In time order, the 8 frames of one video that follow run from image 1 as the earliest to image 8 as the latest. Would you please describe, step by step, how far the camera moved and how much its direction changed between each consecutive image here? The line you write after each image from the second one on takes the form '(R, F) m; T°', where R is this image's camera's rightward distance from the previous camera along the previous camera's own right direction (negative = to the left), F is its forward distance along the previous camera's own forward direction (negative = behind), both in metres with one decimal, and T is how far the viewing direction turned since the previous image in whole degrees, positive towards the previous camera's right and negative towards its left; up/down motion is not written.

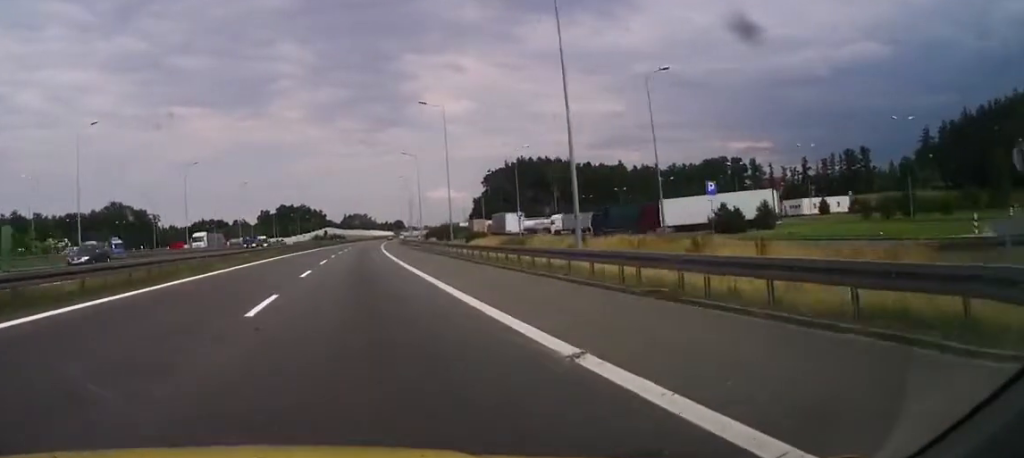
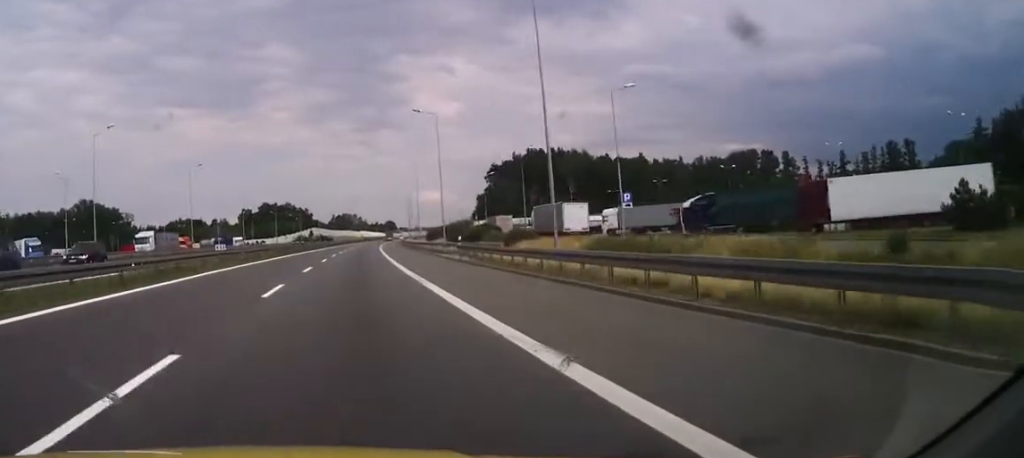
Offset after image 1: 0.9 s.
(+1.2, +27.3) m; +2°
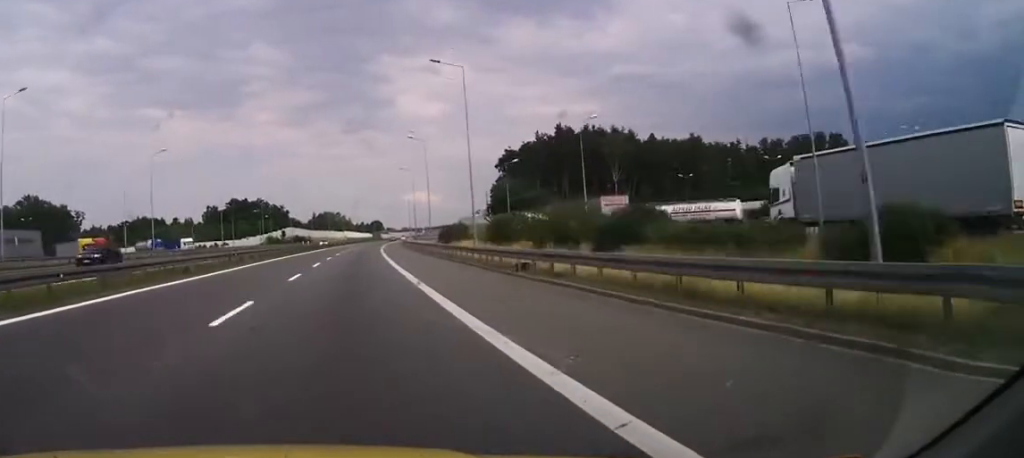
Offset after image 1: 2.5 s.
(+0.1, +49.2) m; 0°
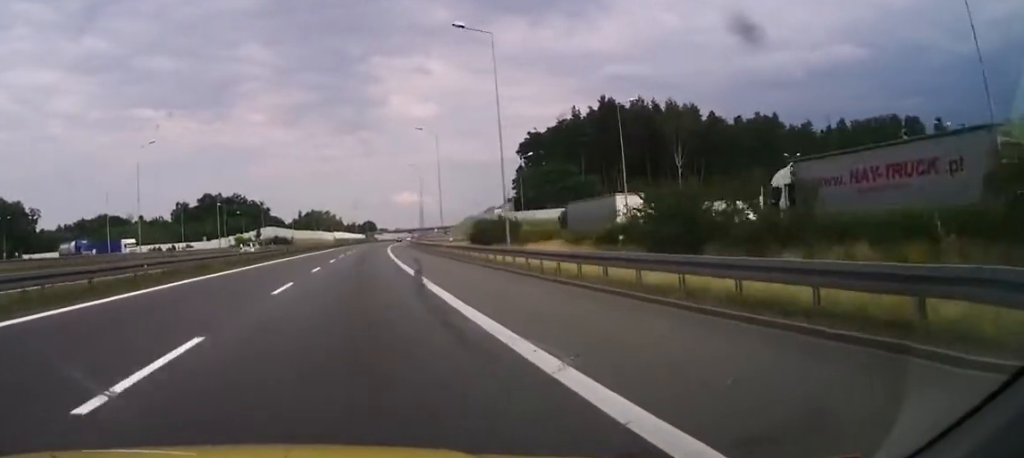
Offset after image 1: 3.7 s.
(0.0, +40.9) m; 0°
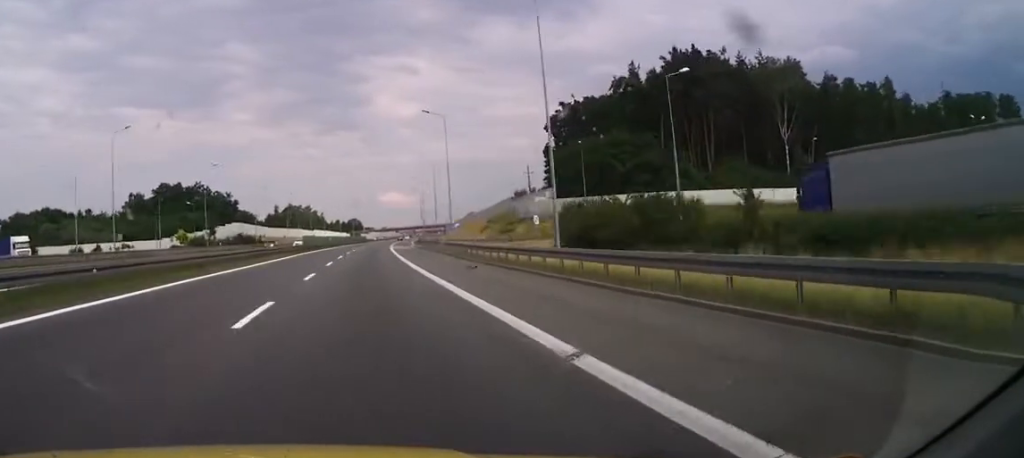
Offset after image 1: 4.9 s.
(0.0, +43.5) m; 0°
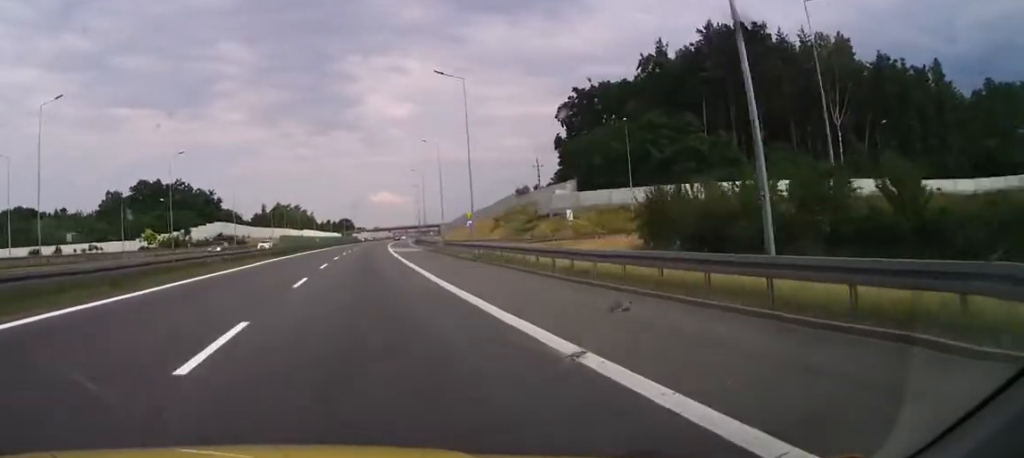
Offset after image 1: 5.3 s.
(0.0, +15.6) m; 0°
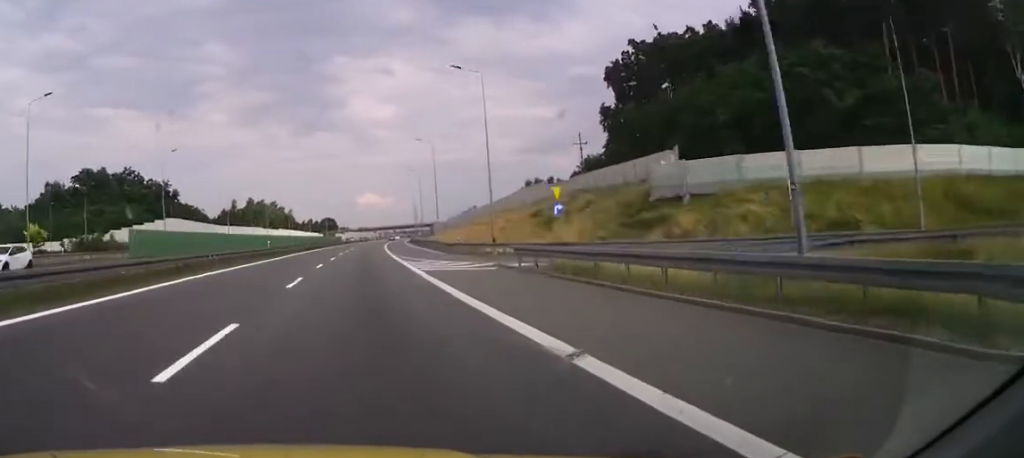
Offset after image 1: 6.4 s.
(0.0, +36.8) m; 0°
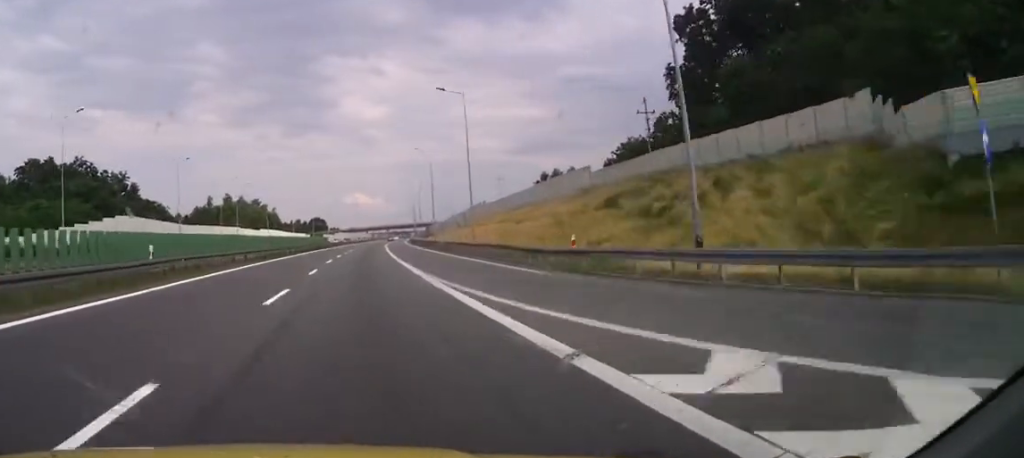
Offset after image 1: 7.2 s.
(0.0, +28.2) m; +1°
